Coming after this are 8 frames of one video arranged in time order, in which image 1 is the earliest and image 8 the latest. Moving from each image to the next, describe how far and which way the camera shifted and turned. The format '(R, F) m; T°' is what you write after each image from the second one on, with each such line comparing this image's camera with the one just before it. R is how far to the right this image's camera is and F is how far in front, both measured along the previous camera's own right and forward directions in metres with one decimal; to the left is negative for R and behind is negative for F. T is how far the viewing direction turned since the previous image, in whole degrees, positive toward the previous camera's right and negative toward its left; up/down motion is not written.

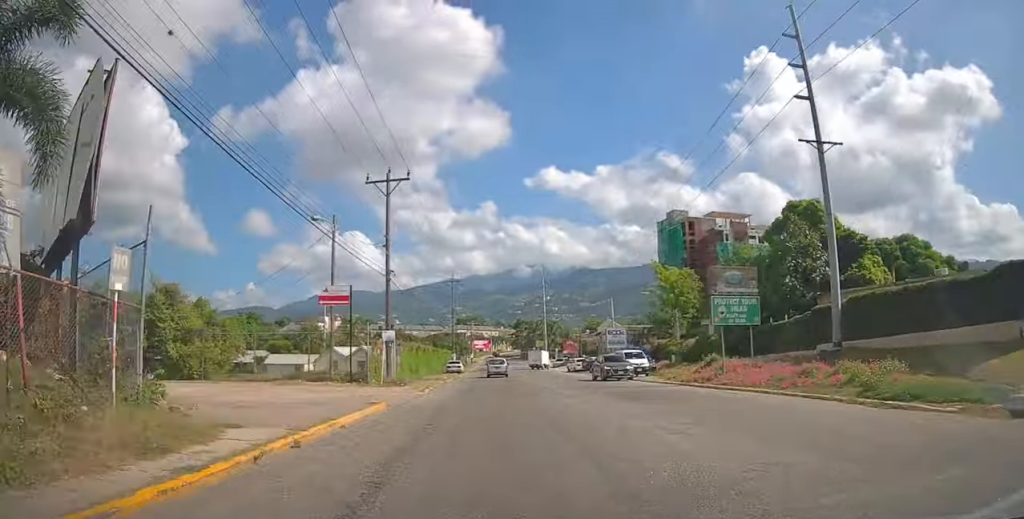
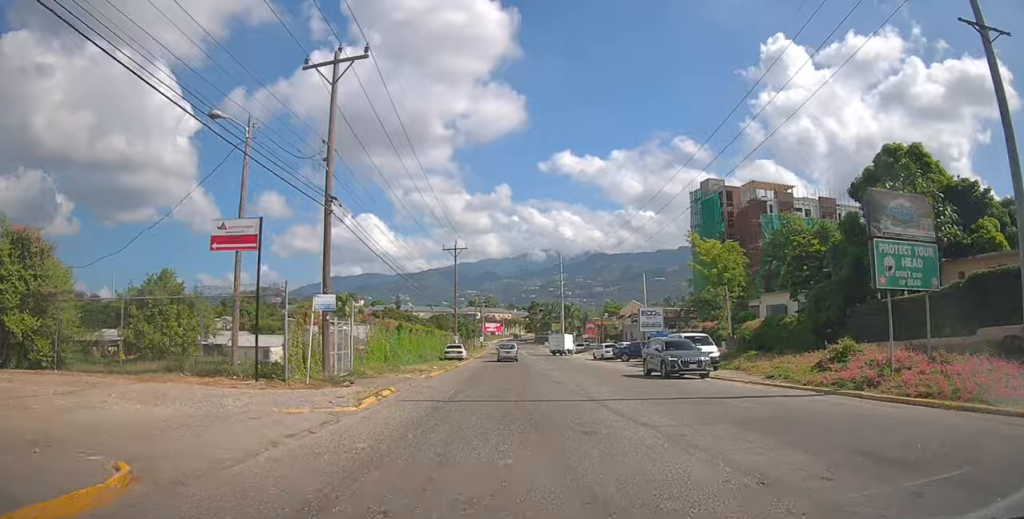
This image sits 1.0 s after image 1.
(0.0, +11.4) m; +1°
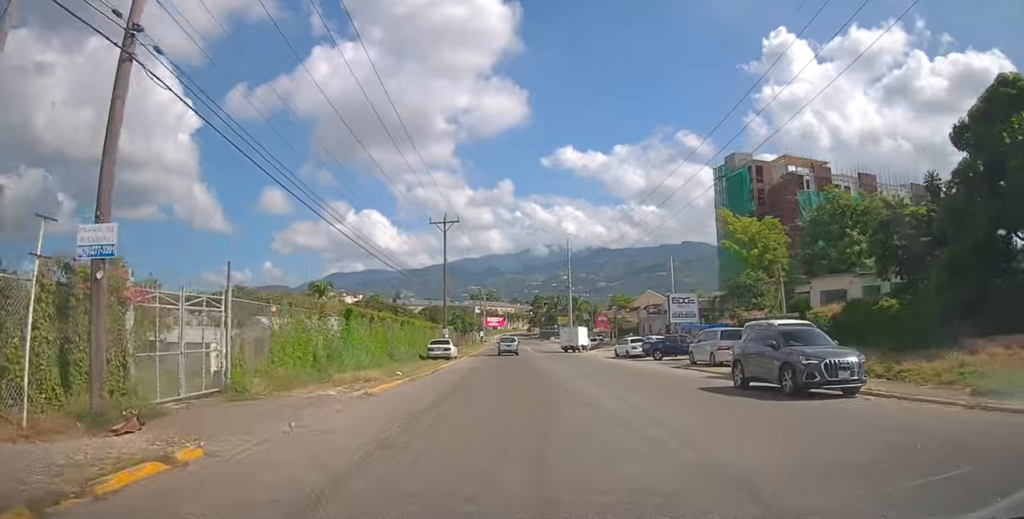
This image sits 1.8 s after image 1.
(+0.3, +10.4) m; 0°
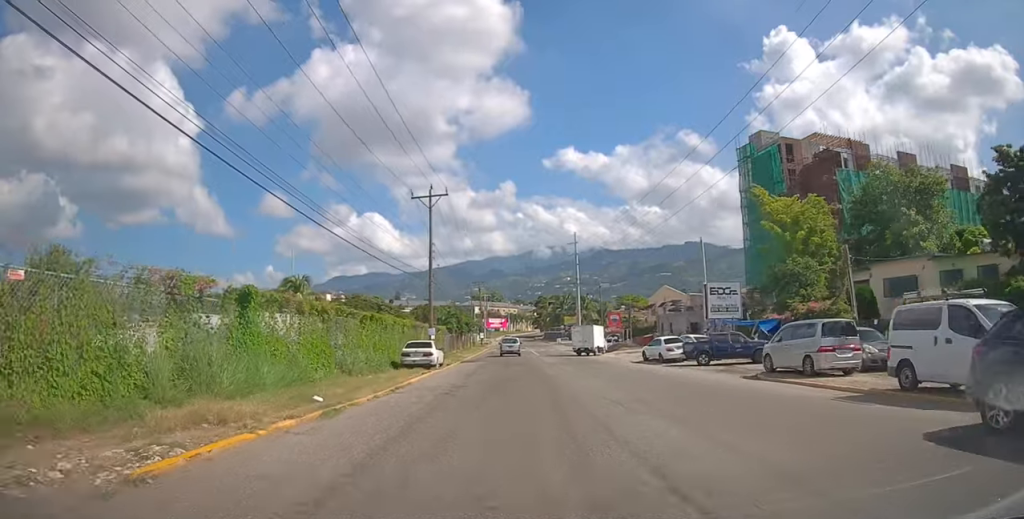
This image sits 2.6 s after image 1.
(-0.4, +8.8) m; 0°
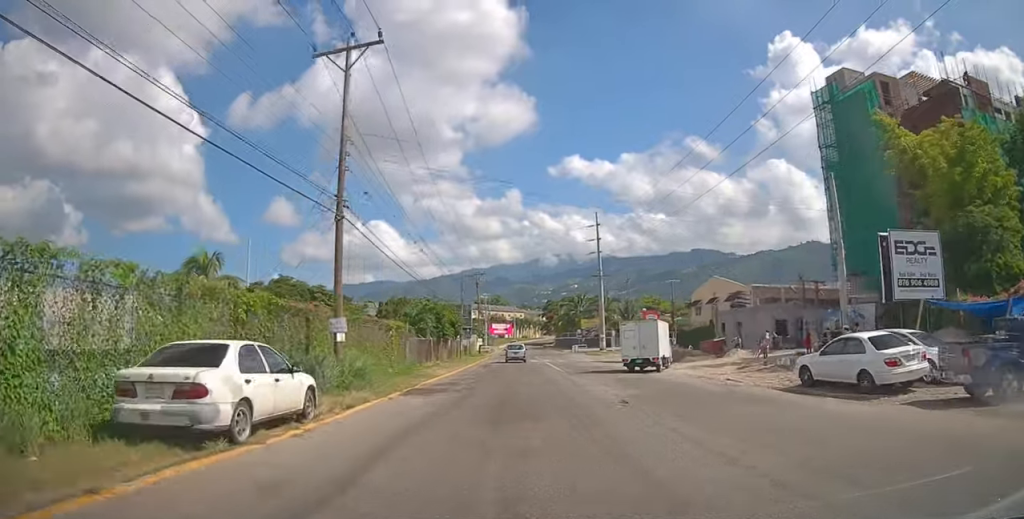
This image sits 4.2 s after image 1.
(+0.2, +19.7) m; 0°
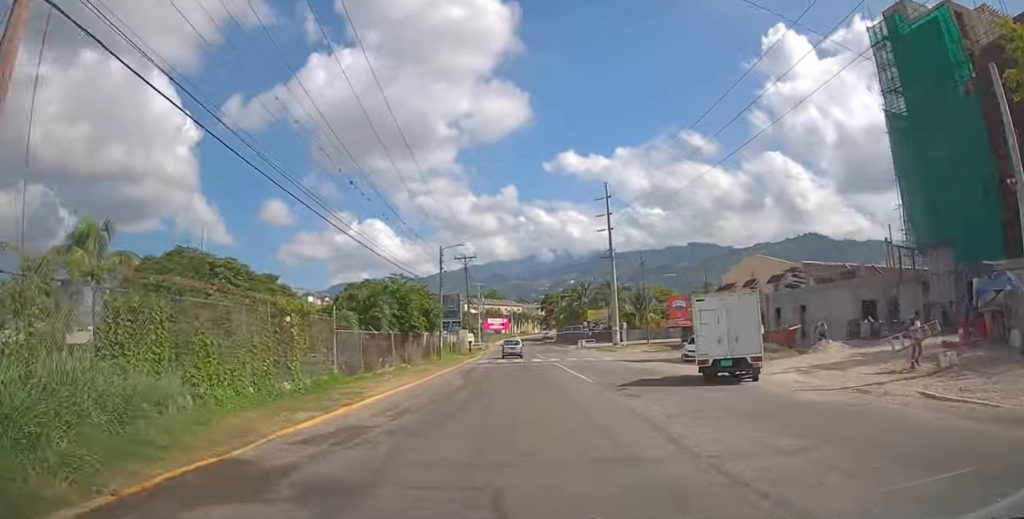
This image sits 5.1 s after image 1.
(-0.1, +11.9) m; 0°
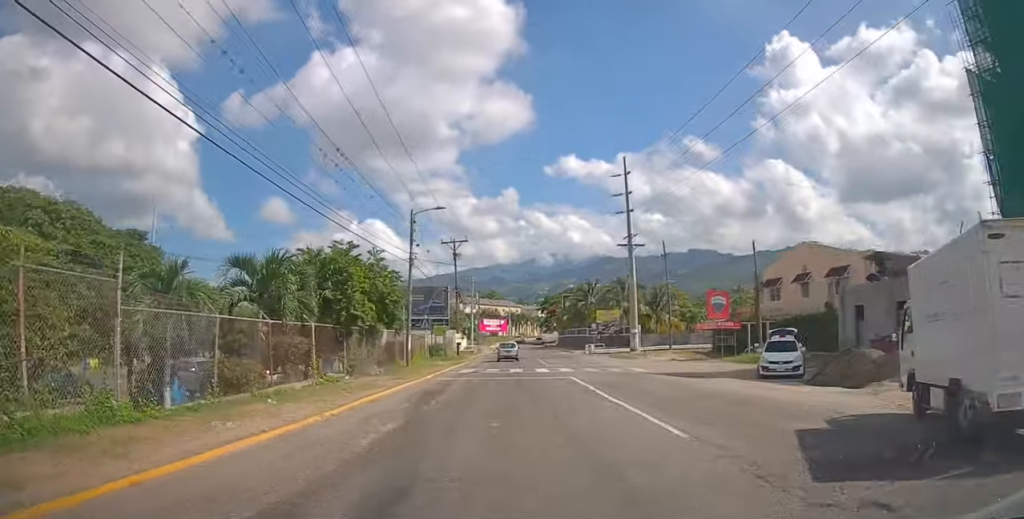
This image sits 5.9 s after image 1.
(+0.2, +10.7) m; 0°
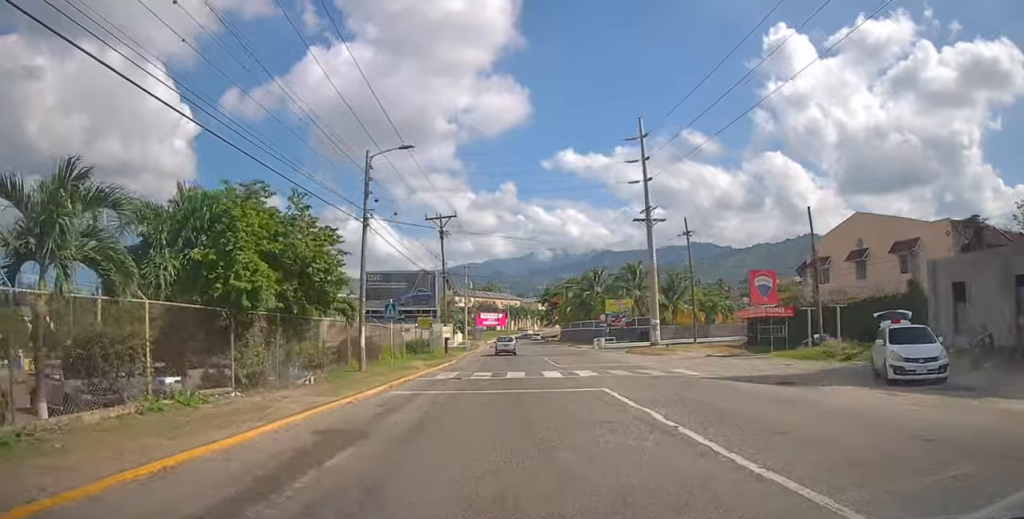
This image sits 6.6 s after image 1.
(0.0, +8.2) m; -1°
